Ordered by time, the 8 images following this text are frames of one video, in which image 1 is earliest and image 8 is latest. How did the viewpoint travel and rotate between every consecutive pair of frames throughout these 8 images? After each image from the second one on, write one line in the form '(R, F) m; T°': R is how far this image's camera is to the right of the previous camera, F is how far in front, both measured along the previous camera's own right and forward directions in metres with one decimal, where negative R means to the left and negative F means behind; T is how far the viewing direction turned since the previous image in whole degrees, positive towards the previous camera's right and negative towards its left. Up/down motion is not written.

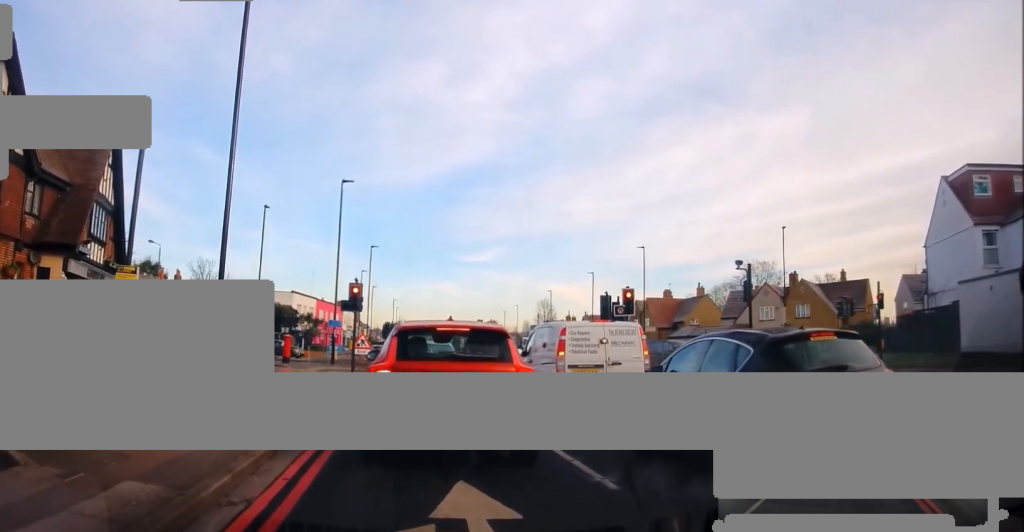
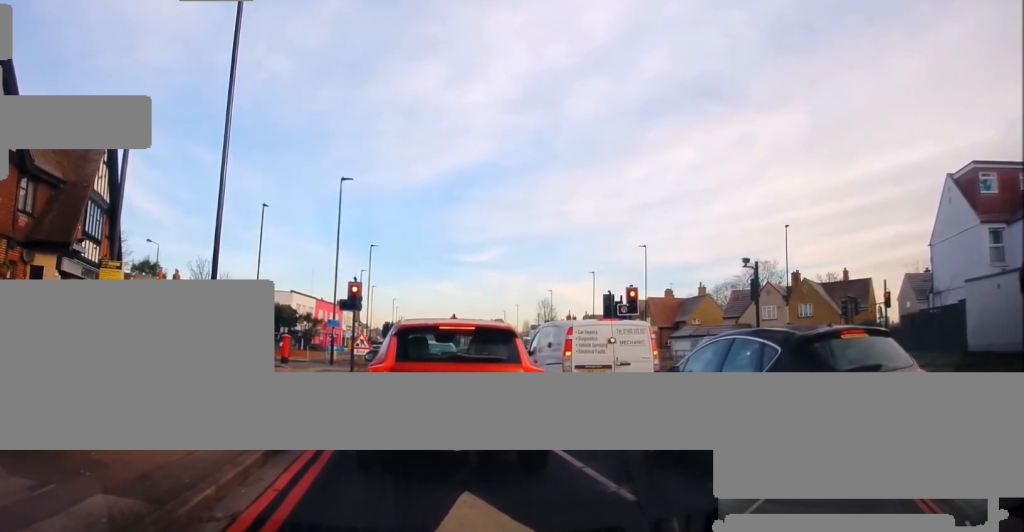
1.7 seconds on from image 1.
(-0.1, +0.2) m; 0°
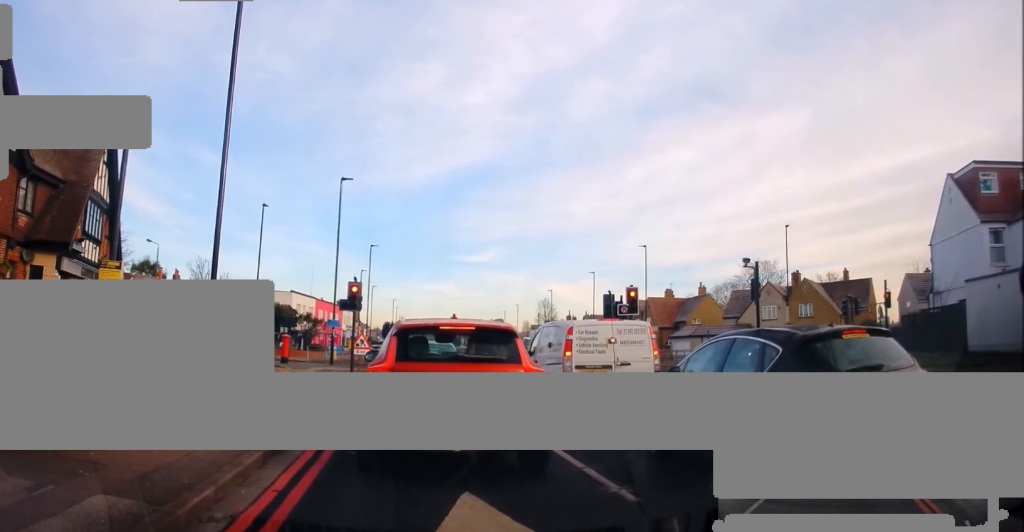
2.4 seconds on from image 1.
(0.0, 0.0) m; 0°
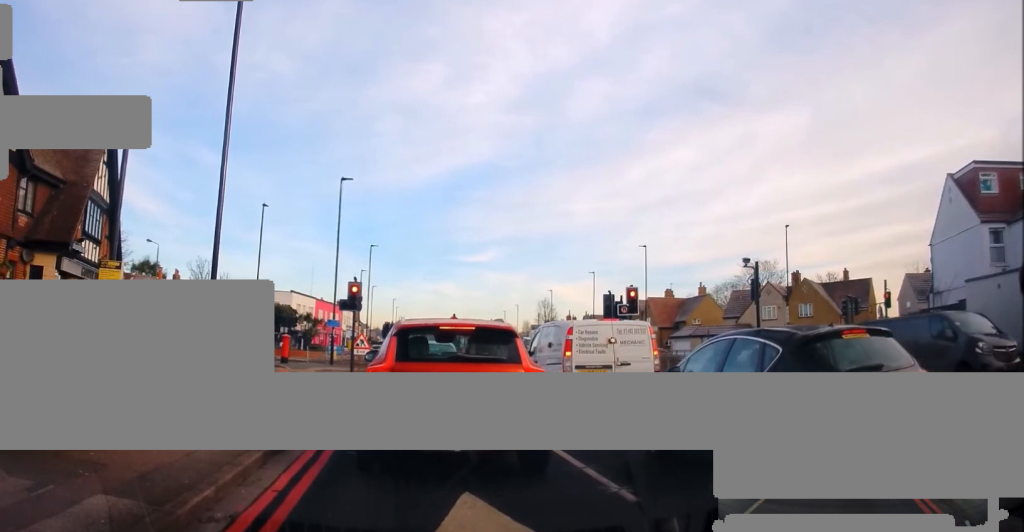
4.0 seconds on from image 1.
(0.0, 0.0) m; 0°
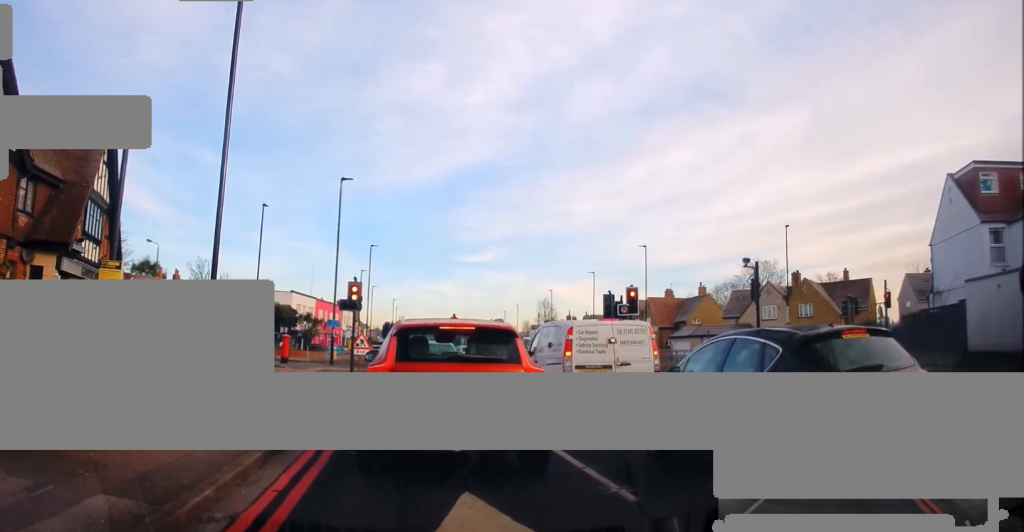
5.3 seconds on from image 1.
(0.0, 0.0) m; 0°
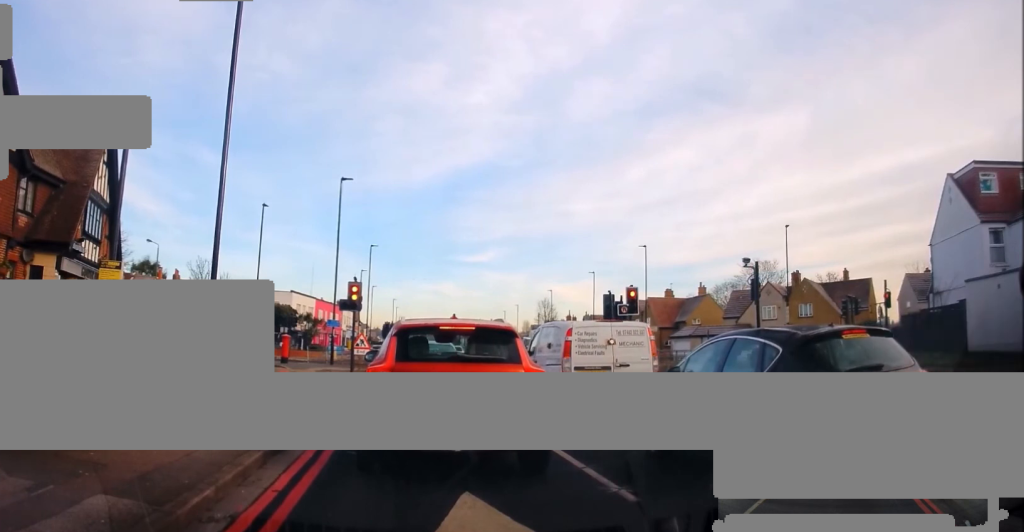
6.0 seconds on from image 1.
(0.0, 0.0) m; 0°
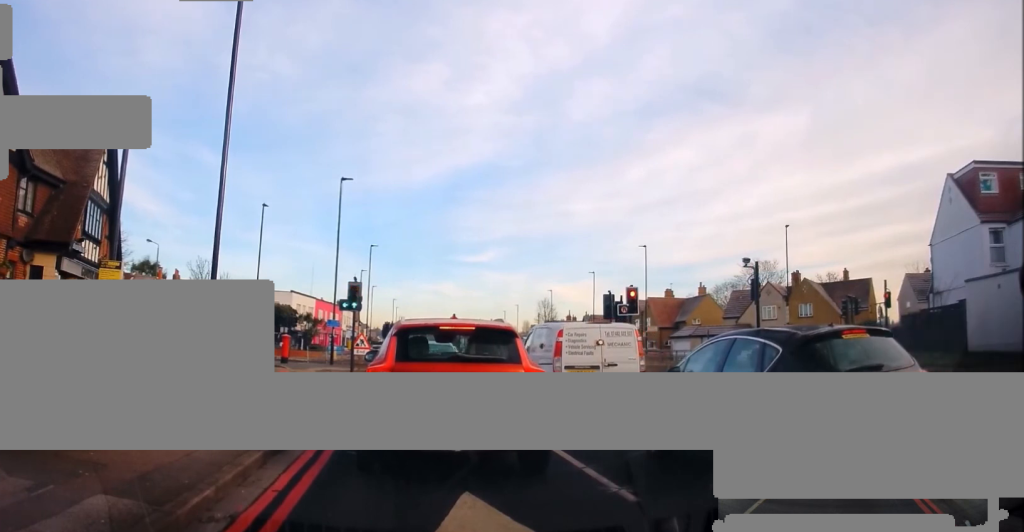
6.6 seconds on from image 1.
(0.0, 0.0) m; 0°
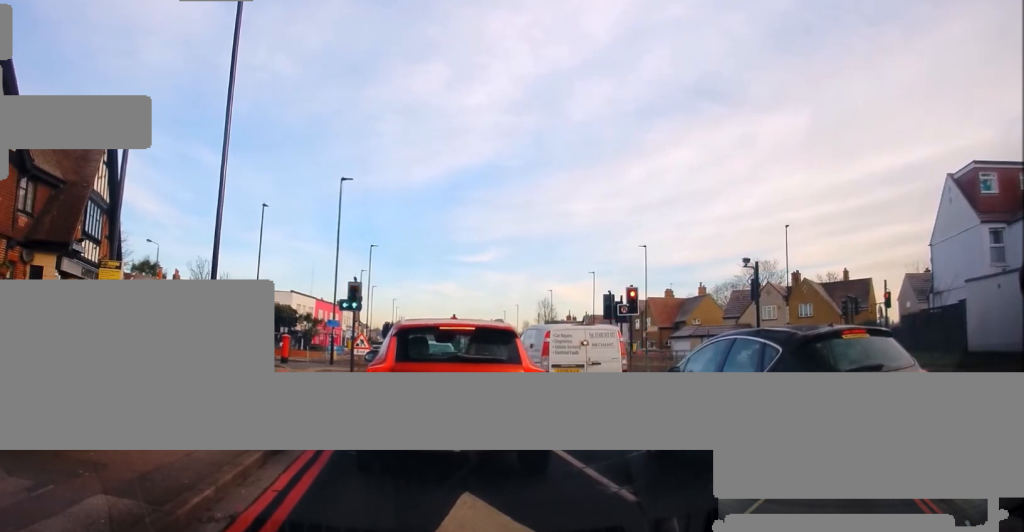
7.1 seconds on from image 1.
(0.0, 0.0) m; 0°
